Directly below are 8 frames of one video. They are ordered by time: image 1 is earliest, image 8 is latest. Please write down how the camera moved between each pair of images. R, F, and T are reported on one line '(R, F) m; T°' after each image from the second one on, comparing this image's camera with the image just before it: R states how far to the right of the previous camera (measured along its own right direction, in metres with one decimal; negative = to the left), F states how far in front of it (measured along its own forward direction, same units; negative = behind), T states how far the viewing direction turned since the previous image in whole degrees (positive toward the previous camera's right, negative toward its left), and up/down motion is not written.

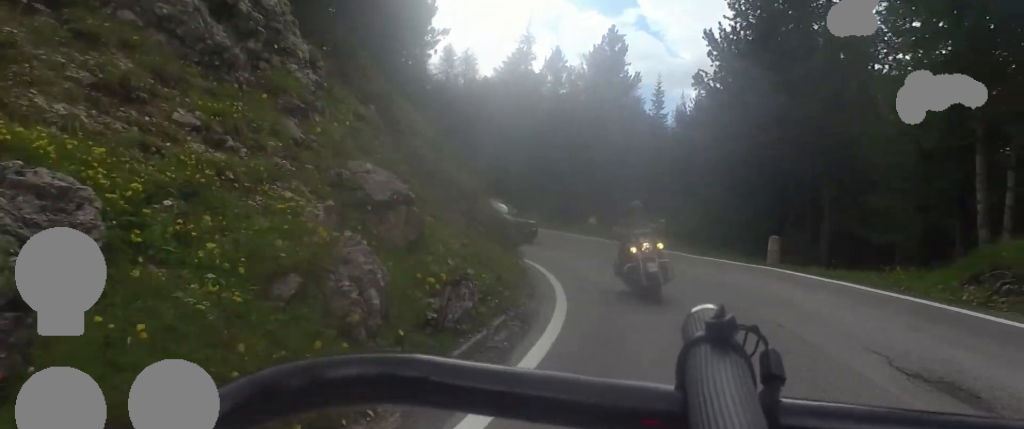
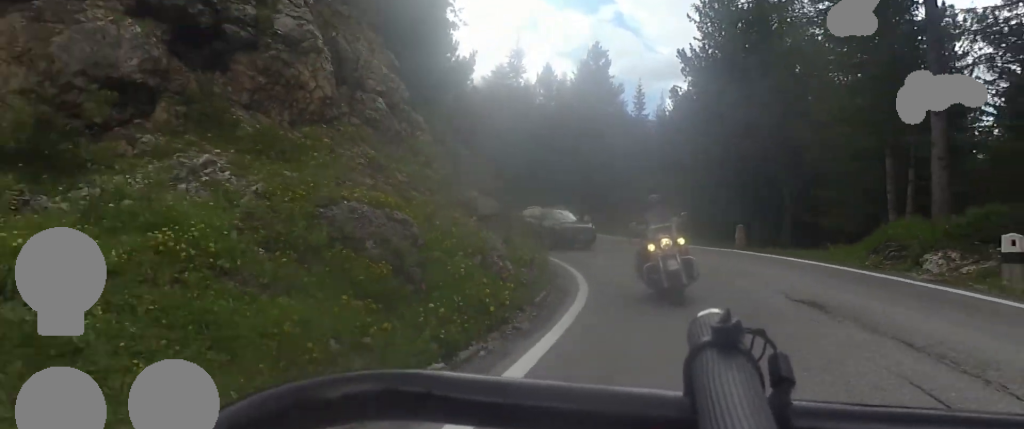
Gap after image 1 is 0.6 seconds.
(+0.5, +4.3) m; +7°
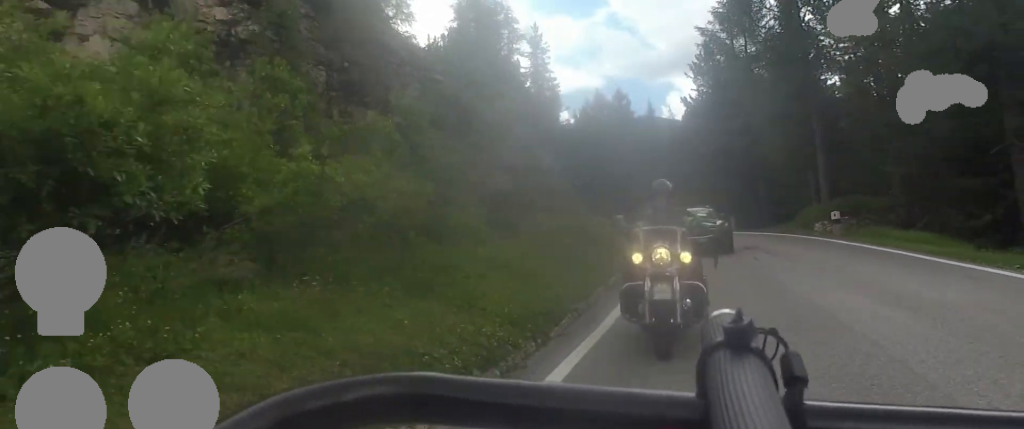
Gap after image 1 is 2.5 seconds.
(+0.5, +12.8) m; +2°
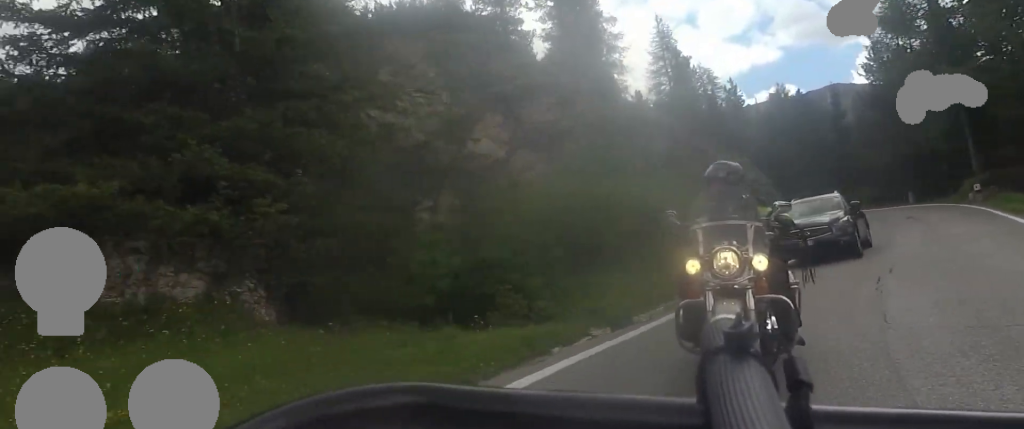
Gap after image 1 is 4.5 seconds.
(-1.8, +11.6) m; -17°
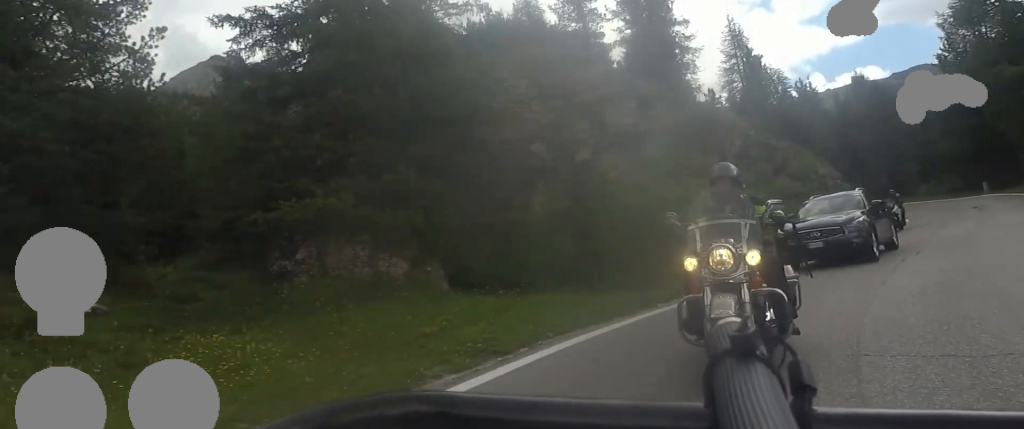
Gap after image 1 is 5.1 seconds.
(0.0, +3.8) m; -5°
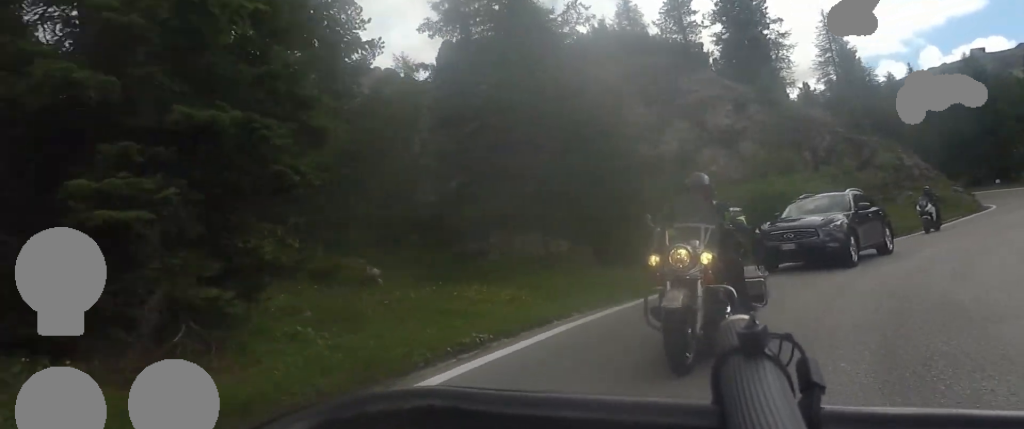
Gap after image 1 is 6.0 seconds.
(-0.3, +5.7) m; -11°
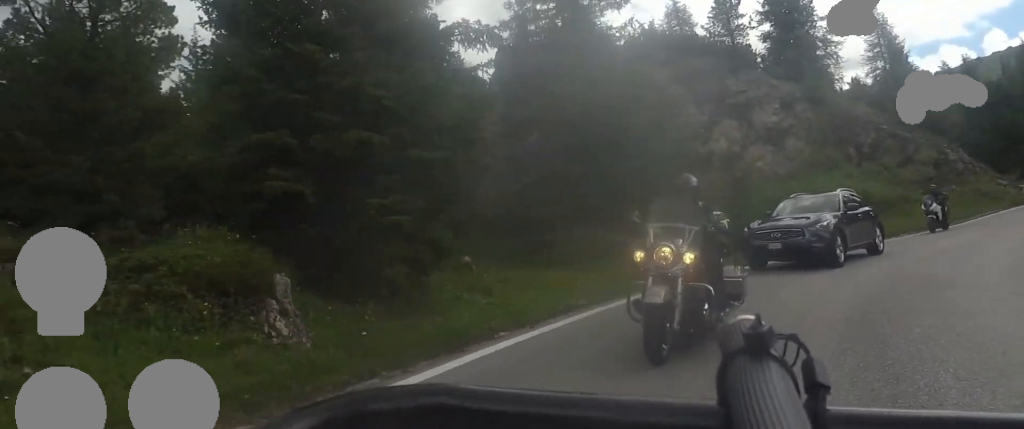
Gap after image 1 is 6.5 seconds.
(0.0, +3.0) m; -8°
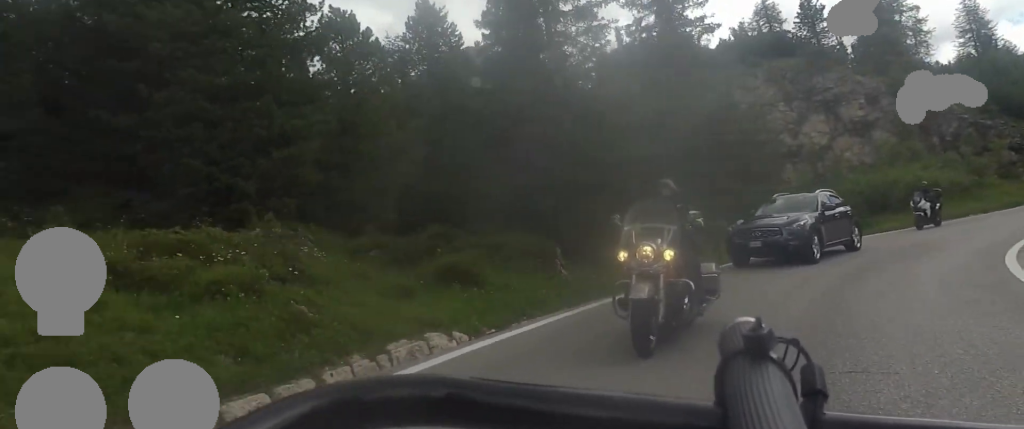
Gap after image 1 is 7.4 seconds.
(-0.9, +6.1) m; -15°
